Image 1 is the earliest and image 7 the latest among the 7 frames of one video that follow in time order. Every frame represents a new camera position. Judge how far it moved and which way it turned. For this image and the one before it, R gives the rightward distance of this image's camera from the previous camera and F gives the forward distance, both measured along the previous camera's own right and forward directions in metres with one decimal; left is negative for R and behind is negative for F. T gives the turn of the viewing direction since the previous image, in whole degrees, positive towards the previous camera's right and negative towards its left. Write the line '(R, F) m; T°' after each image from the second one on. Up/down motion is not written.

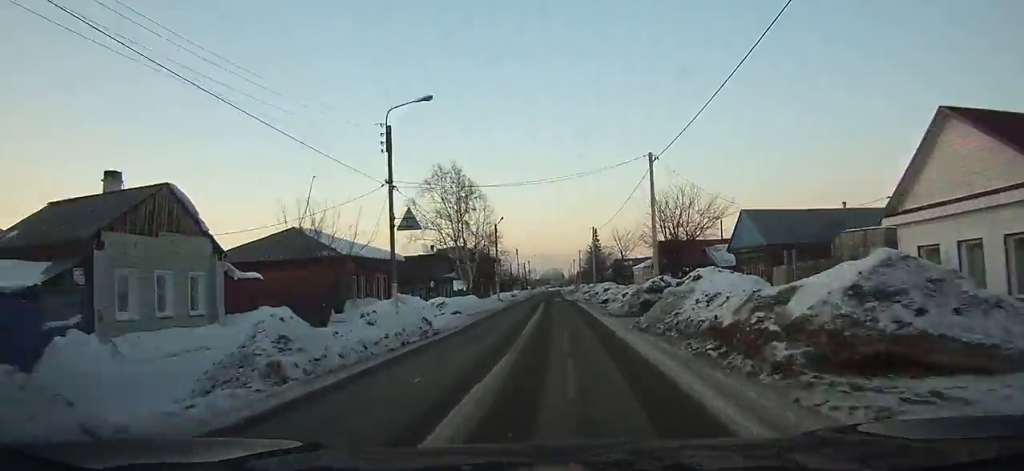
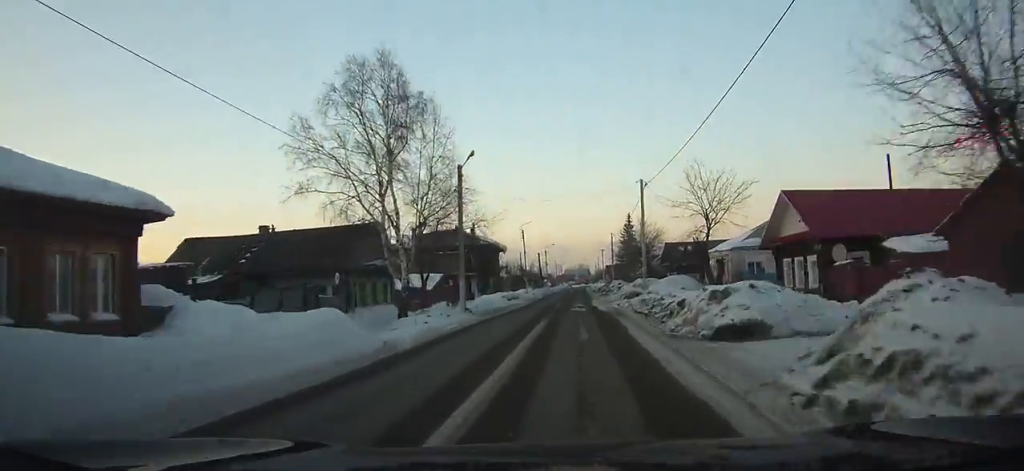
(-1.9, +26.6) m; -4°
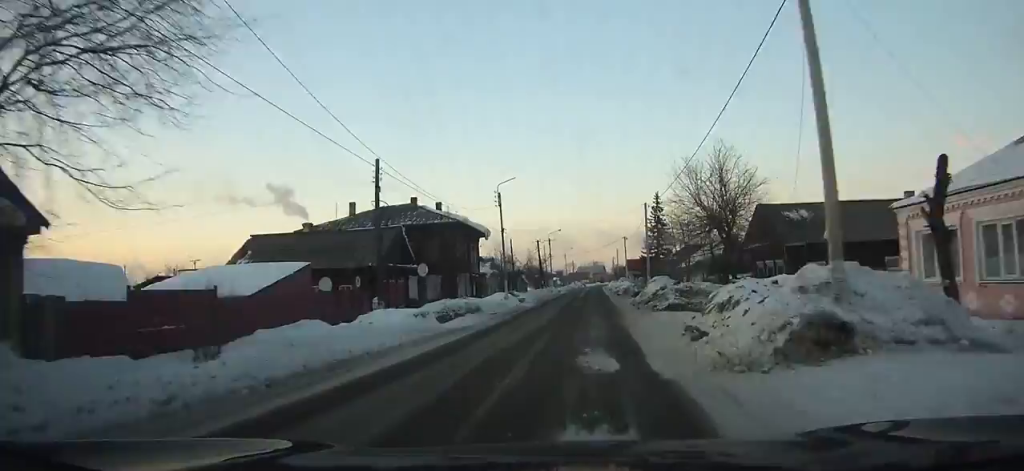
(-0.6, +25.7) m; -1°
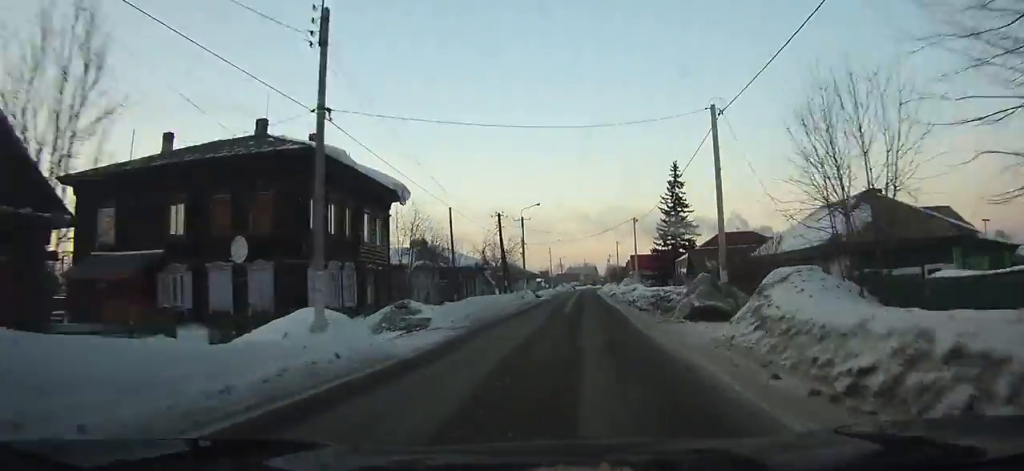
(-0.1, +26.0) m; 0°
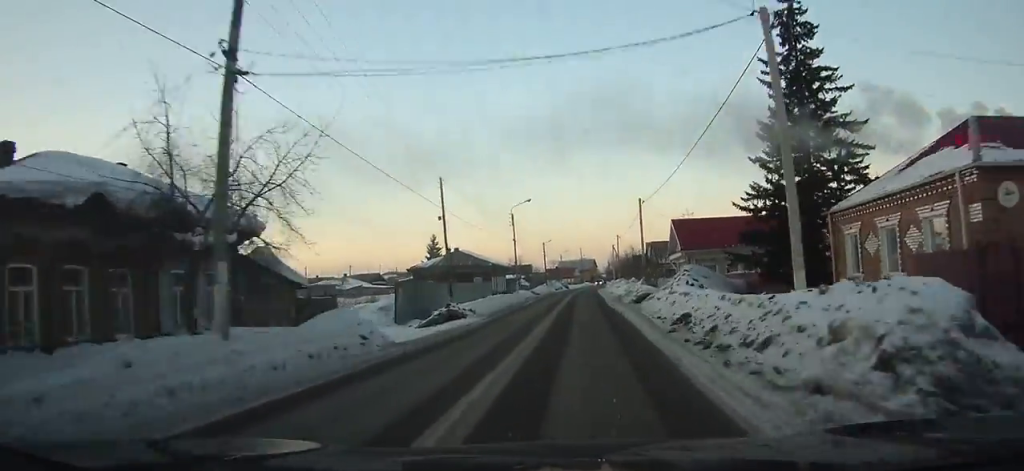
(+0.4, +43.2) m; 0°
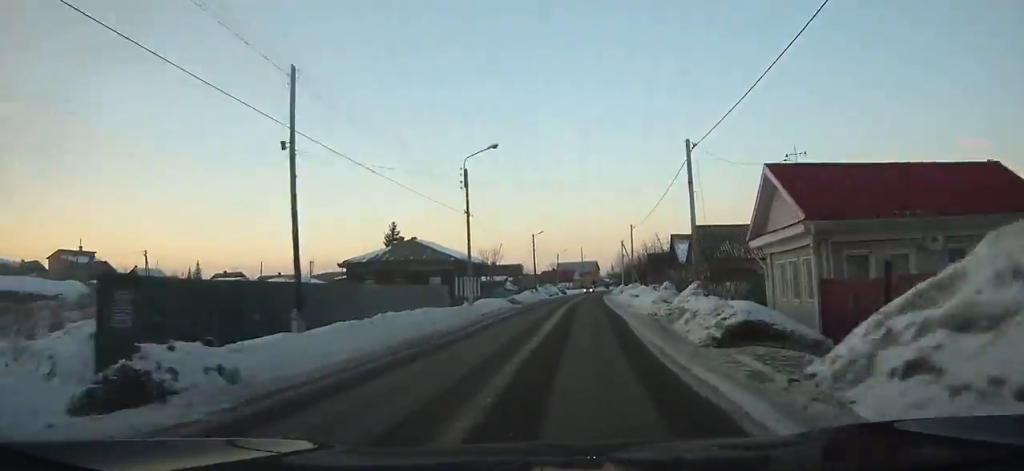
(-0.2, +20.6) m; 0°
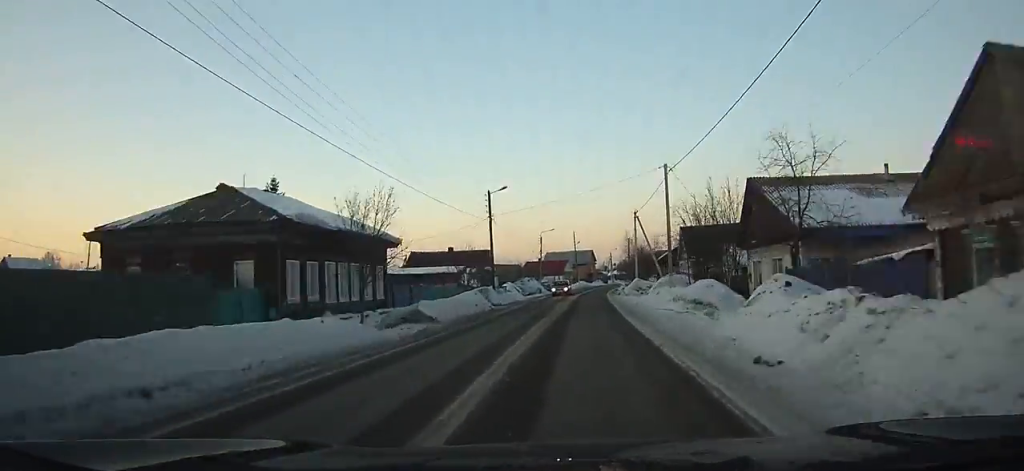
(+0.1, +27.3) m; +1°
